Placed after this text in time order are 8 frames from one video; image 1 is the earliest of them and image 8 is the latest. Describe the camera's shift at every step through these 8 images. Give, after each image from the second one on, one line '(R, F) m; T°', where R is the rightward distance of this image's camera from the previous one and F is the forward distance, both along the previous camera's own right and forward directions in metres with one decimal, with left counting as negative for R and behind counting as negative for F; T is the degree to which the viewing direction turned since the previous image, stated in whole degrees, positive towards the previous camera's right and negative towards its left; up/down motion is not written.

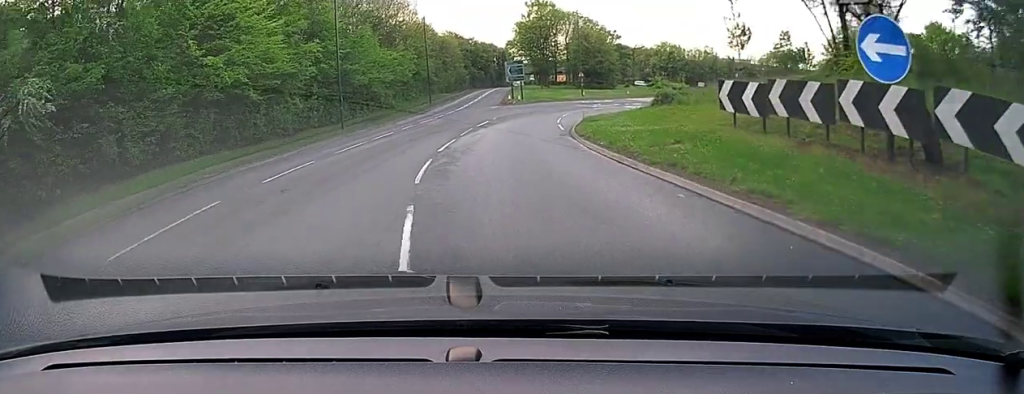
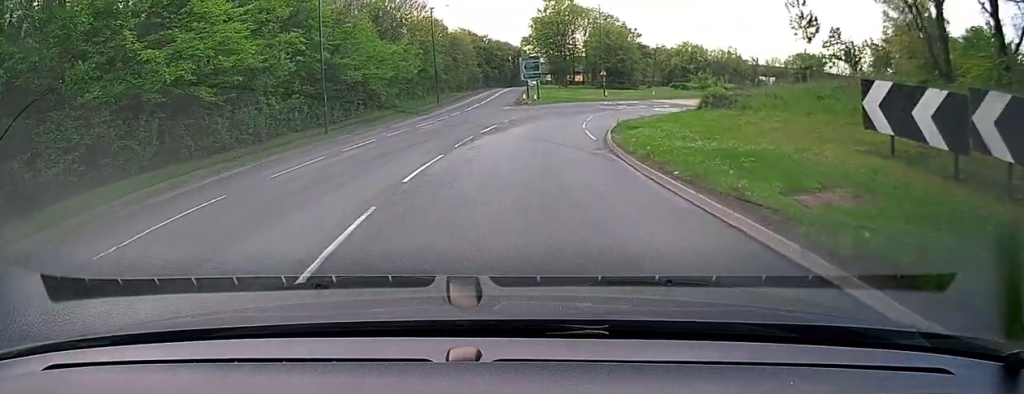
(-0.1, +5.8) m; -1°
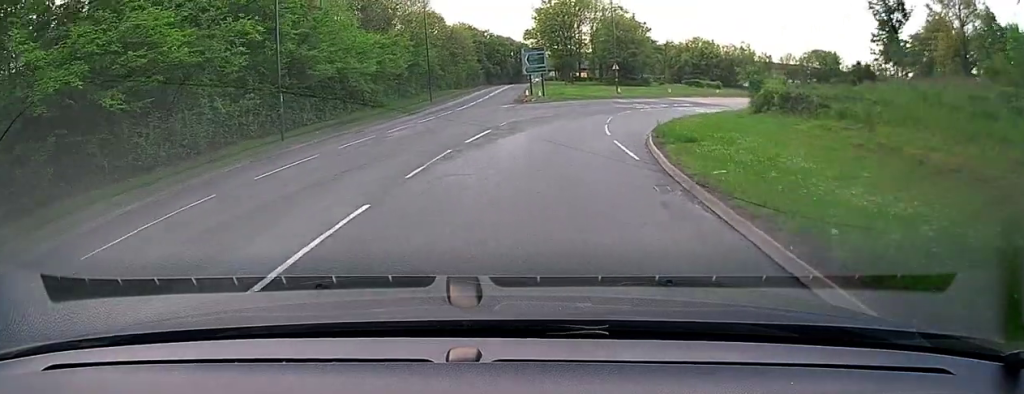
(0.0, +6.4) m; +1°
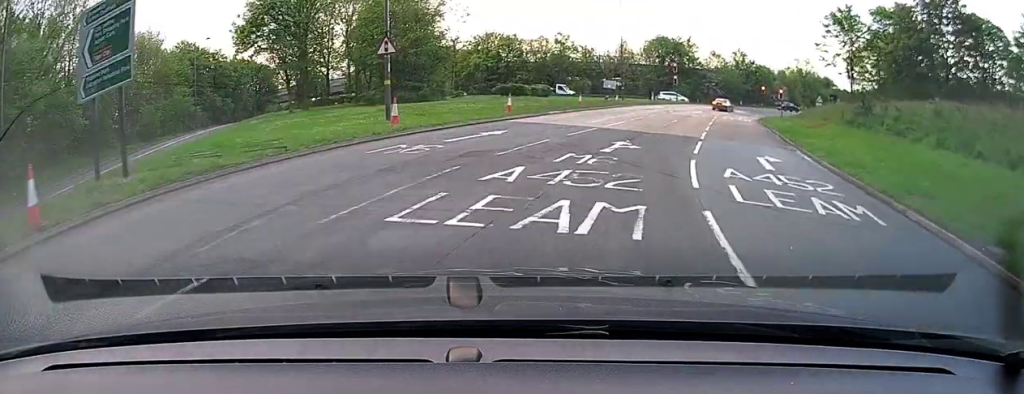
(+4.8, +33.2) m; +23°
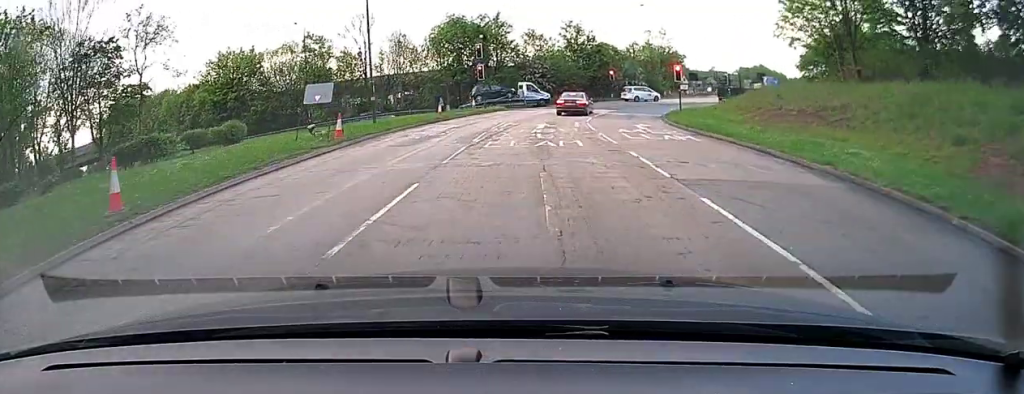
(+5.4, +28.4) m; +17°
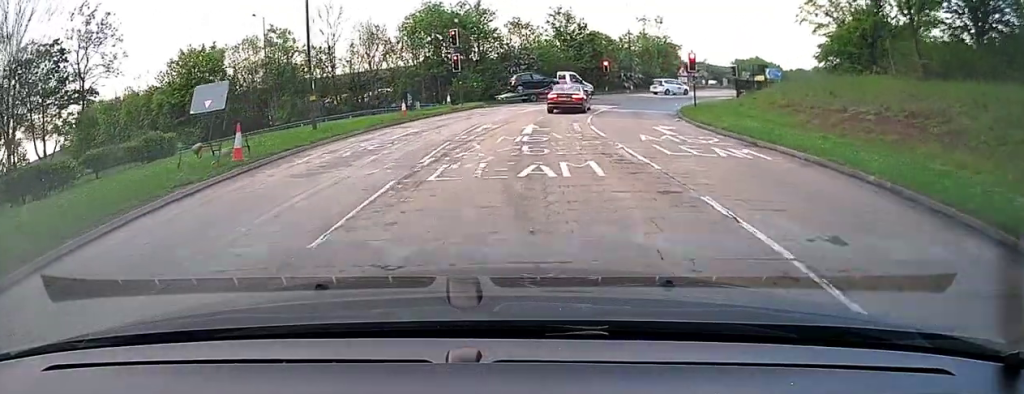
(+0.1, +6.1) m; +1°
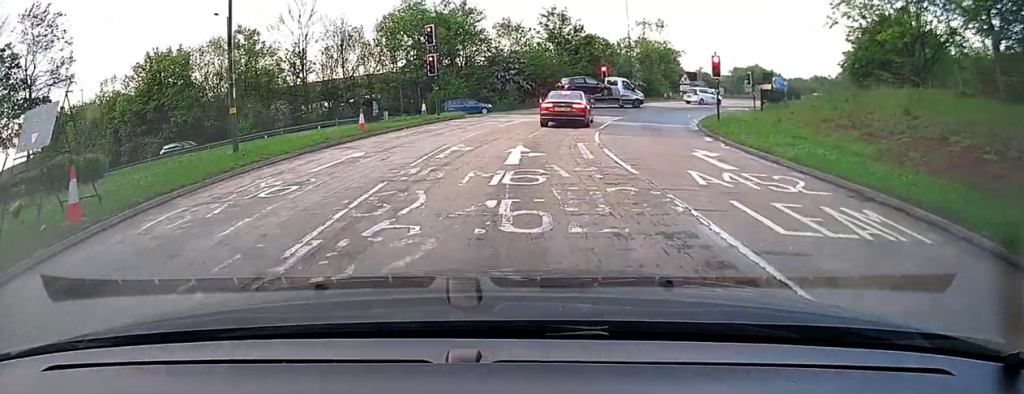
(+0.1, +5.5) m; +1°
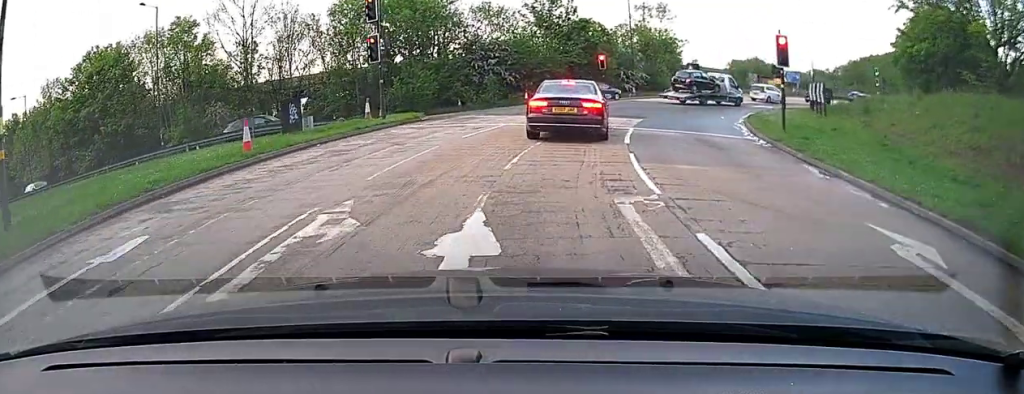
(+0.1, +8.8) m; 0°
